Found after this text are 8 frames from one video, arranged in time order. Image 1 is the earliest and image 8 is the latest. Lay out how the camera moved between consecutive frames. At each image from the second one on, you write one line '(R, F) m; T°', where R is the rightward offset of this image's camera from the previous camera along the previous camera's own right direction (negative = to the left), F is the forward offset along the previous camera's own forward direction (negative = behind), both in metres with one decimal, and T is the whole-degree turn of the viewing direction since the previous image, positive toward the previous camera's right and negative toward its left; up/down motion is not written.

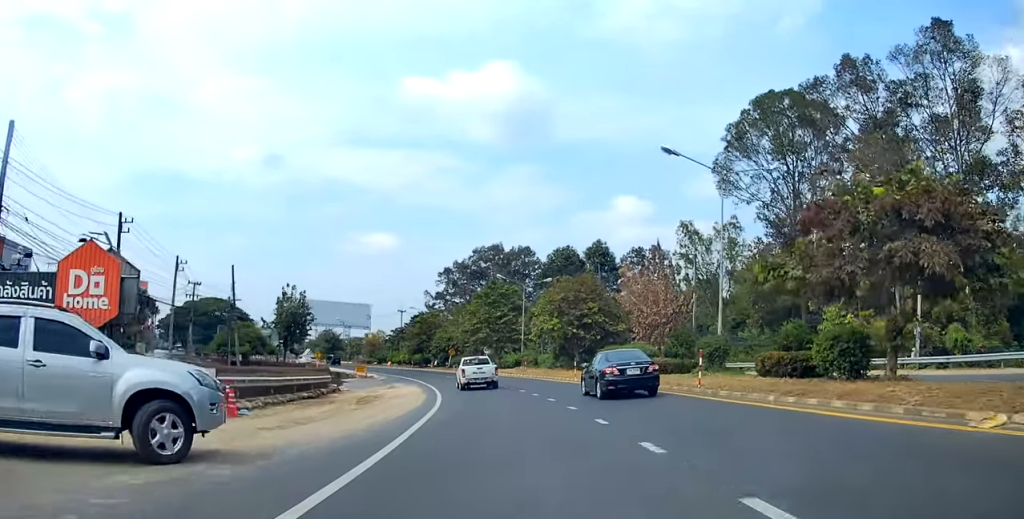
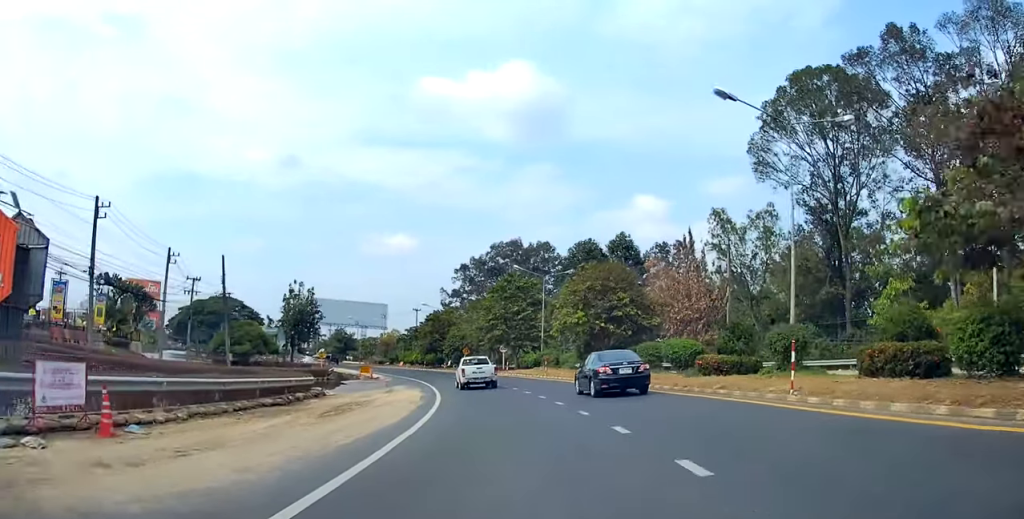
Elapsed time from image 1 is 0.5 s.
(0.0, +6.1) m; 0°
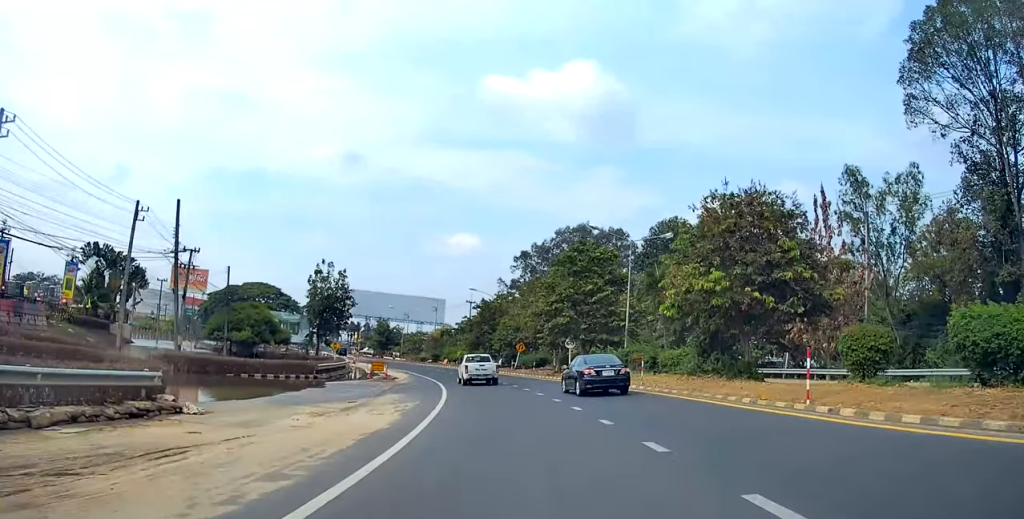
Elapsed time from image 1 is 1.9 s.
(-0.5, +17.9) m; -5°
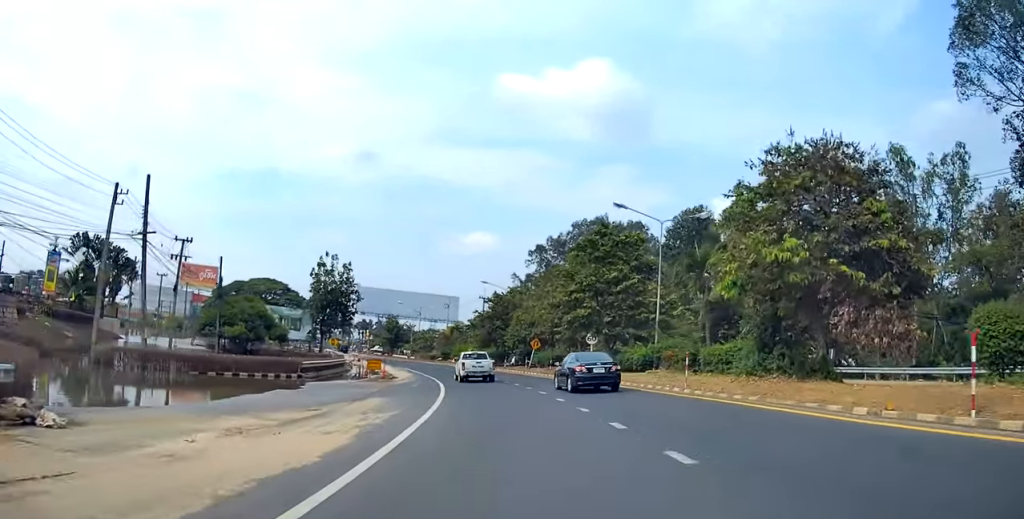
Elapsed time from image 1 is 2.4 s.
(-0.3, +5.6) m; -2°
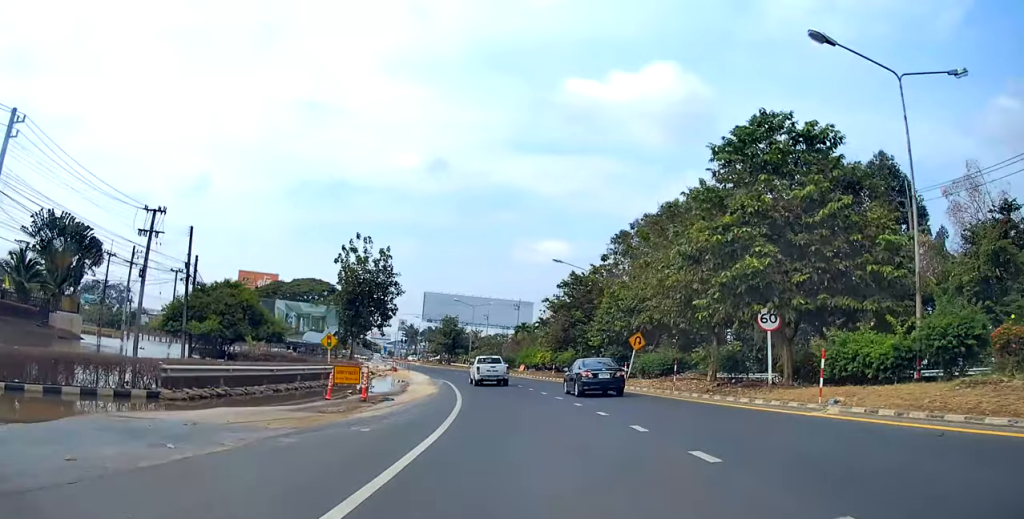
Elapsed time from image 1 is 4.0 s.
(-0.9, +19.4) m; -6°
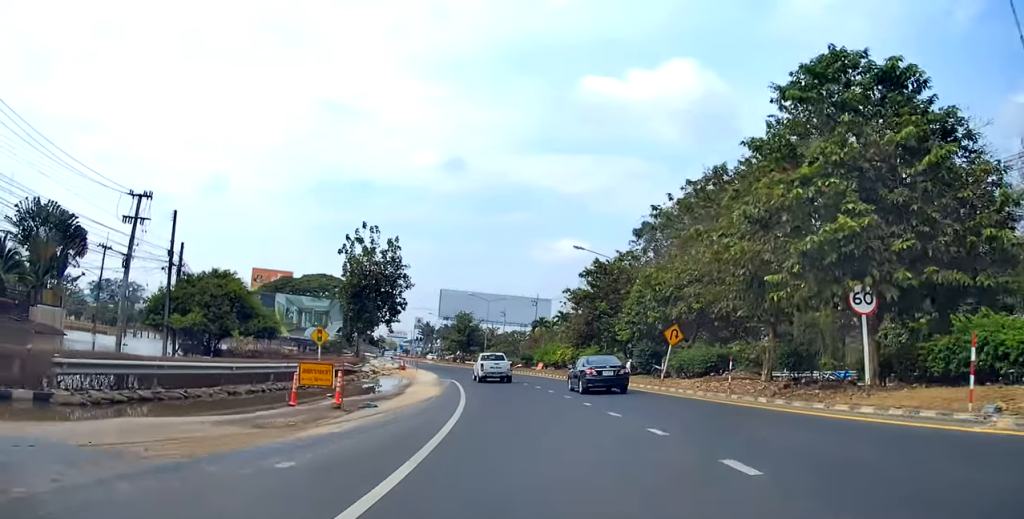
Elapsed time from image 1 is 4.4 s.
(-0.3, +5.1) m; -1°
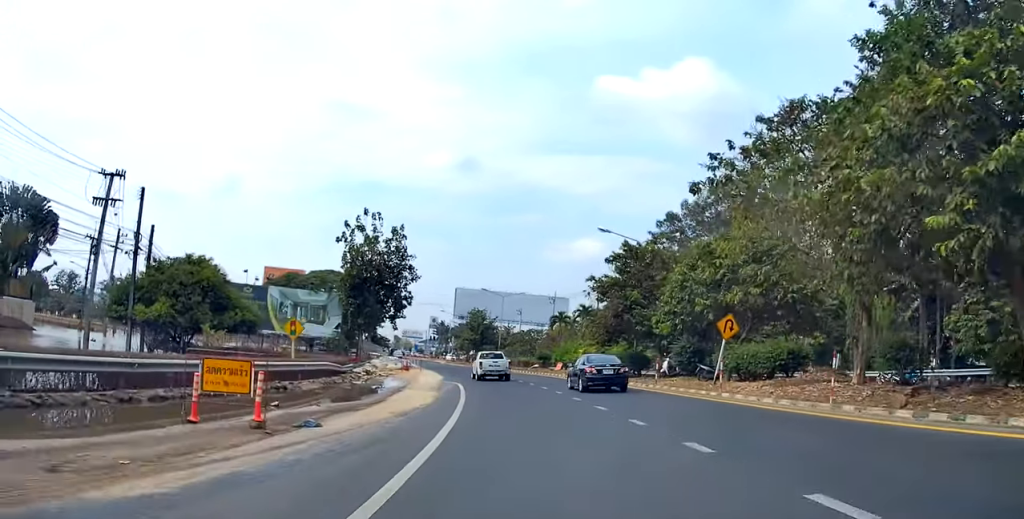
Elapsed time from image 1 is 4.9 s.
(-0.1, +5.9) m; -1°
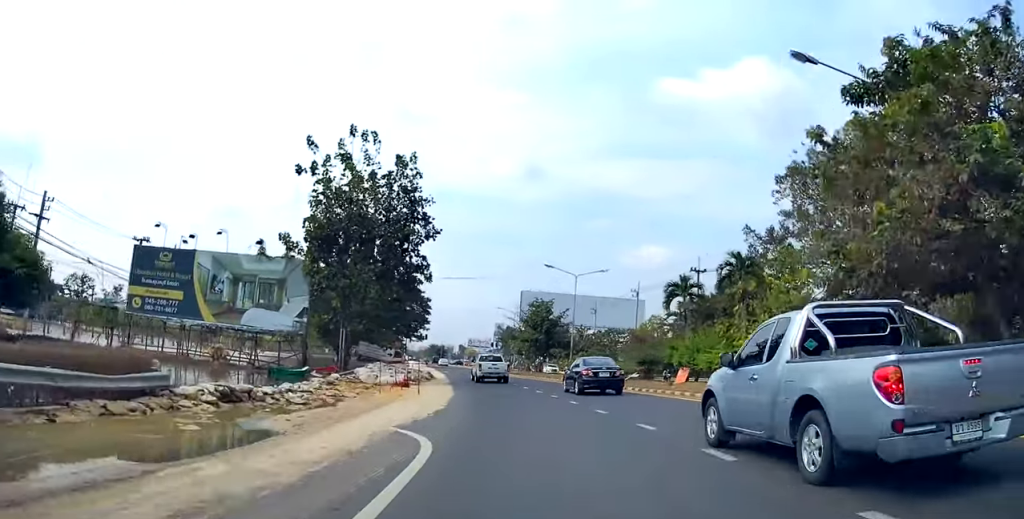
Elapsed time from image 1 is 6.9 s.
(-2.2, +23.7) m; -10°
